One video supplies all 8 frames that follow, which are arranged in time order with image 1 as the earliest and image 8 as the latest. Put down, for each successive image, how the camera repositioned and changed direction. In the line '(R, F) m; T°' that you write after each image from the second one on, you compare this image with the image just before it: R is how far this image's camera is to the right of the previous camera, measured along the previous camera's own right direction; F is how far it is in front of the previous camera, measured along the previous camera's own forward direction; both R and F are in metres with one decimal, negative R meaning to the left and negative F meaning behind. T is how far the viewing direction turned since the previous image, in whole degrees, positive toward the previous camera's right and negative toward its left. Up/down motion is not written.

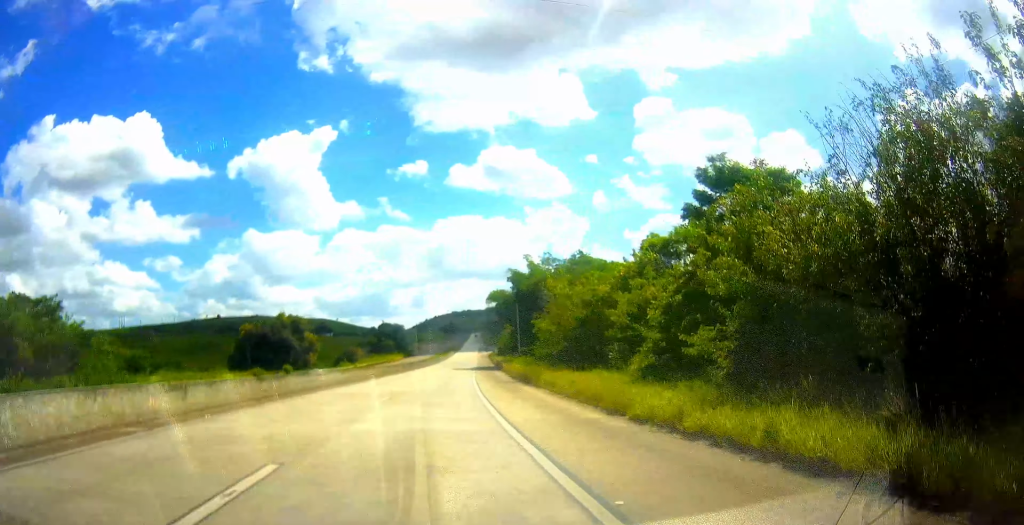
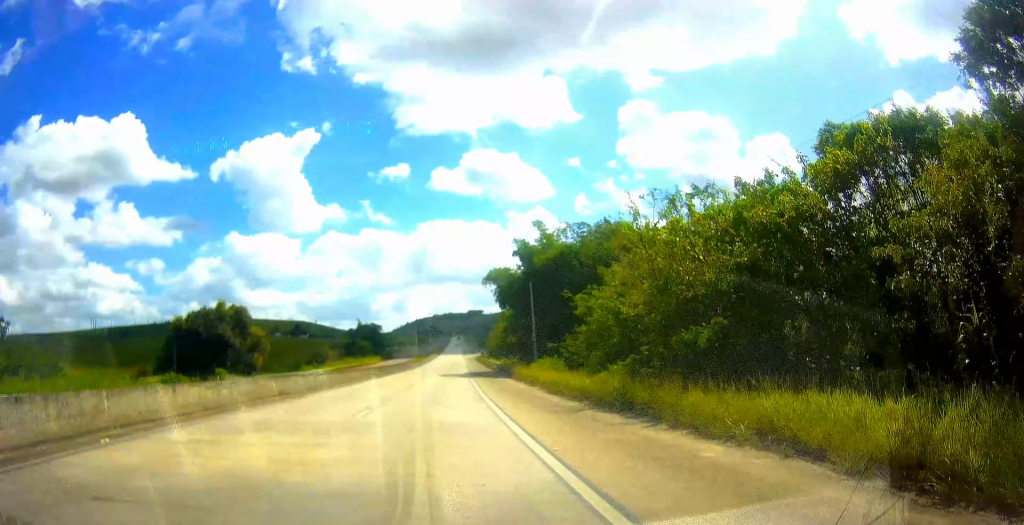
(0.0, +20.6) m; 0°
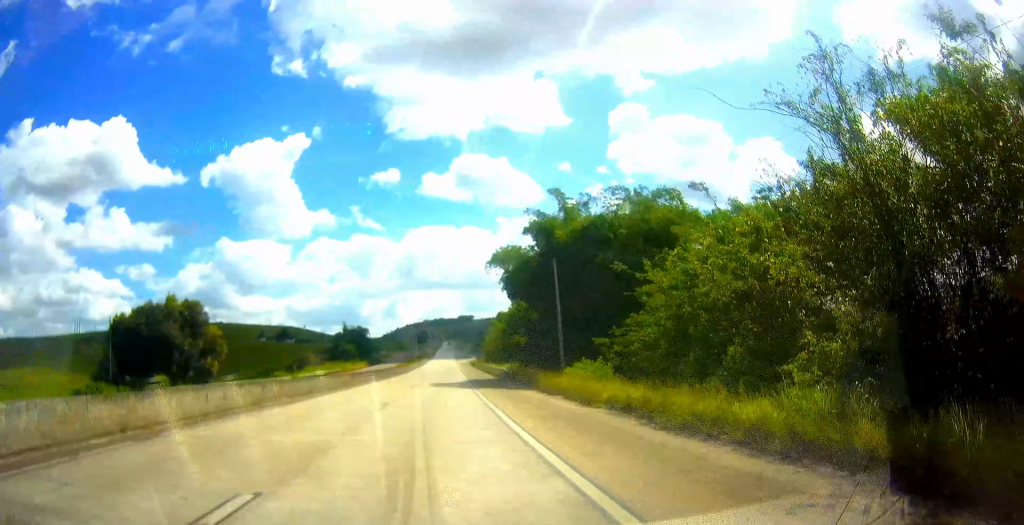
(0.0, +12.9) m; 0°
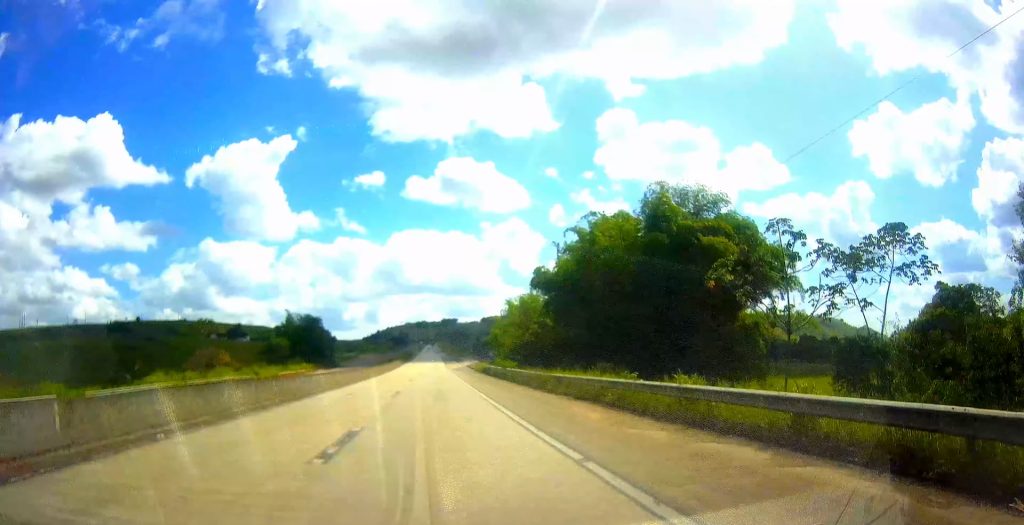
(0.0, +57.7) m; +2°
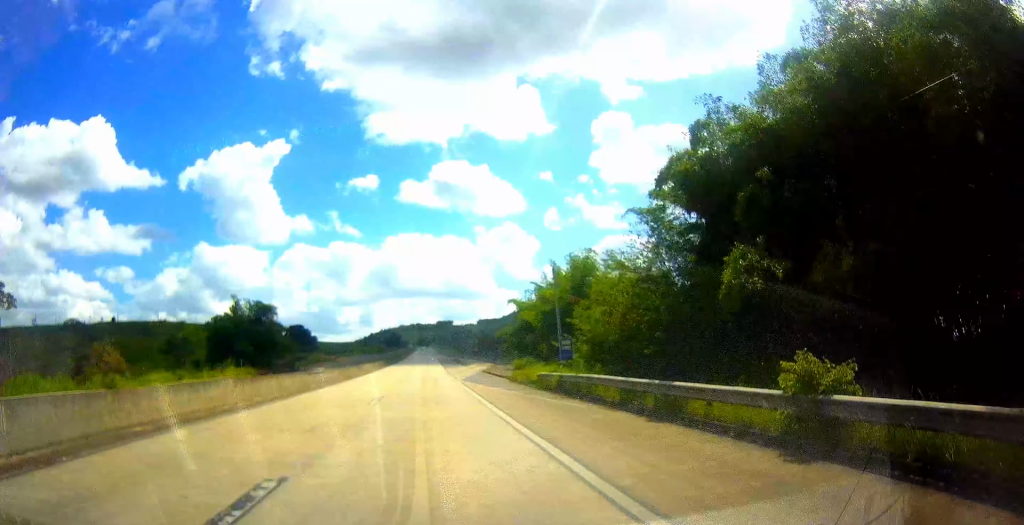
(+1.9, +37.5) m; +5°
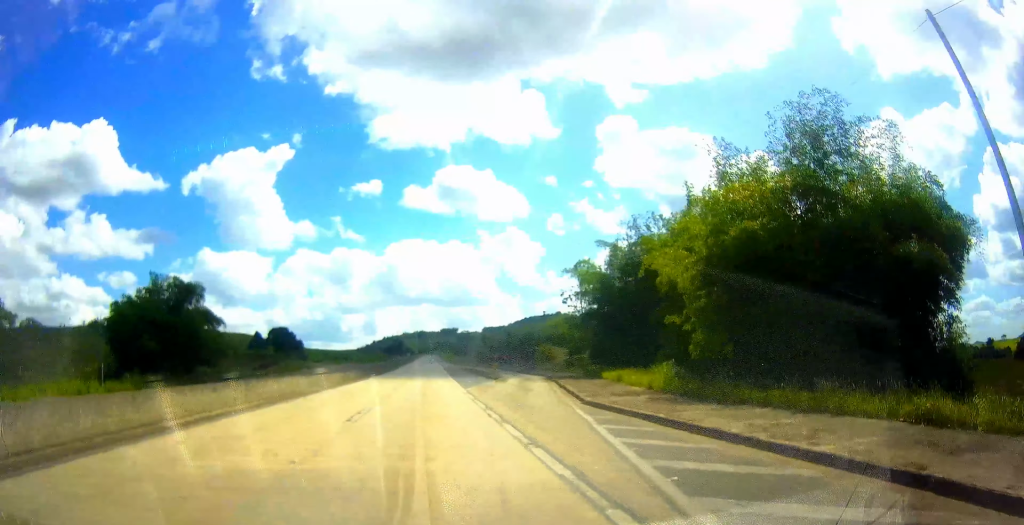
(+0.9, +34.7) m; +1°
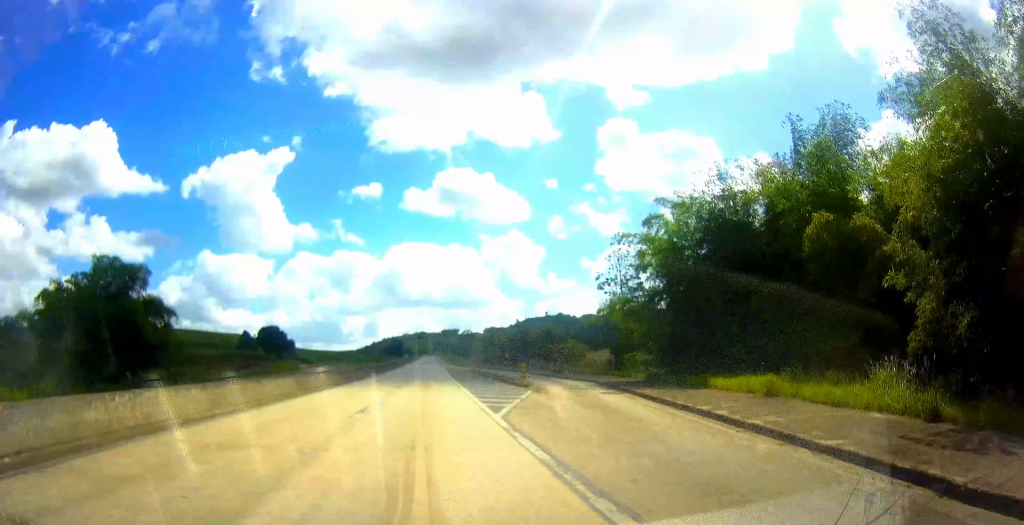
(+0.1, +14.9) m; 0°
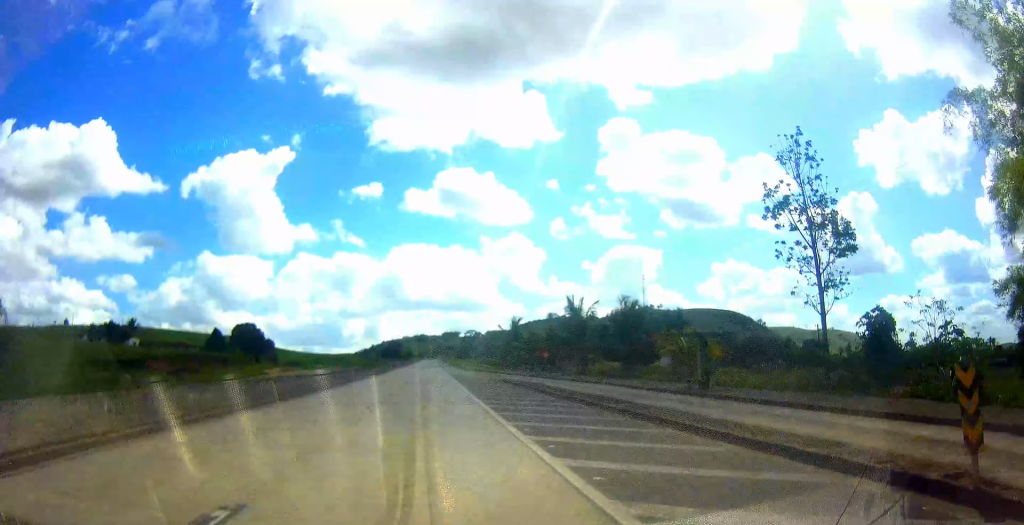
(-0.2, +29.7) m; -1°
